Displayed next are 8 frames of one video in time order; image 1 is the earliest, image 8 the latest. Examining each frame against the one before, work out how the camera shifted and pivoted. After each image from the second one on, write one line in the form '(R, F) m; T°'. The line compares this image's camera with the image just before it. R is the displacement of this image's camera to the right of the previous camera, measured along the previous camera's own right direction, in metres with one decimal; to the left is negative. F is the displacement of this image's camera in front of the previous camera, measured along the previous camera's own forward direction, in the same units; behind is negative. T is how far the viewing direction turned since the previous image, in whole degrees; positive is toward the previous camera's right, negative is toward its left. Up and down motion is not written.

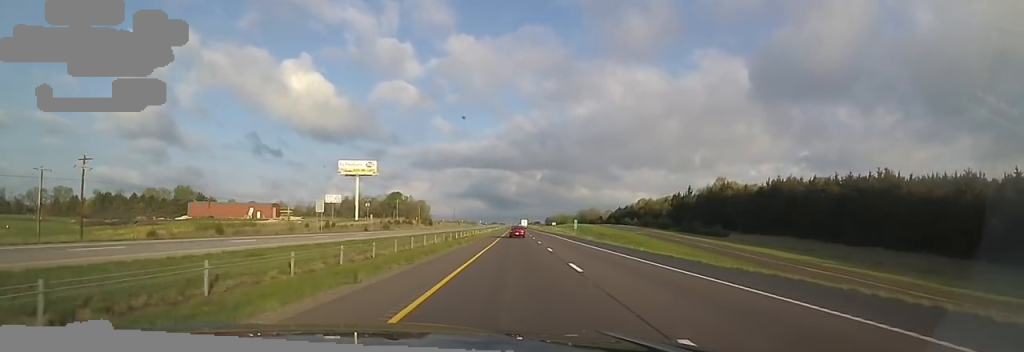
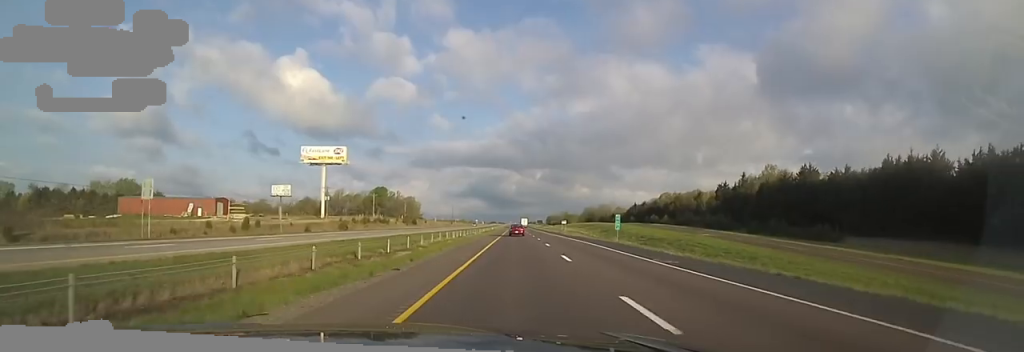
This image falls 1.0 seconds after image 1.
(-0.5, +33.6) m; 0°
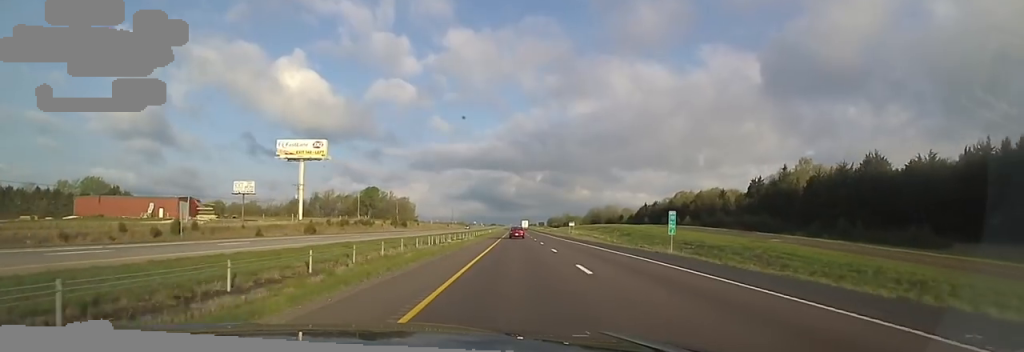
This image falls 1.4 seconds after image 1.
(0.0, +16.0) m; 0°
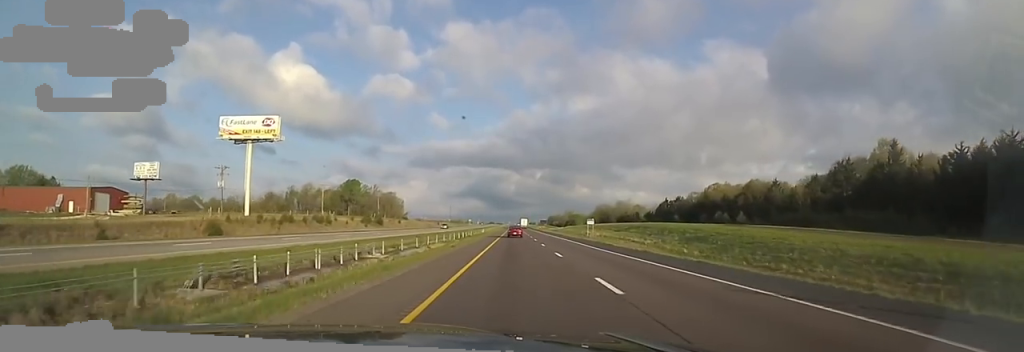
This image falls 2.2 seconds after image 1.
(+0.2, +27.1) m; +1°
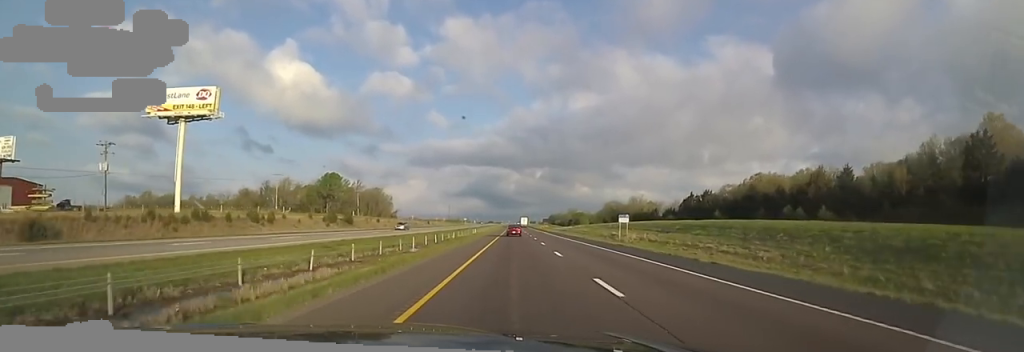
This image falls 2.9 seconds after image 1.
(+0.2, +24.1) m; 0°
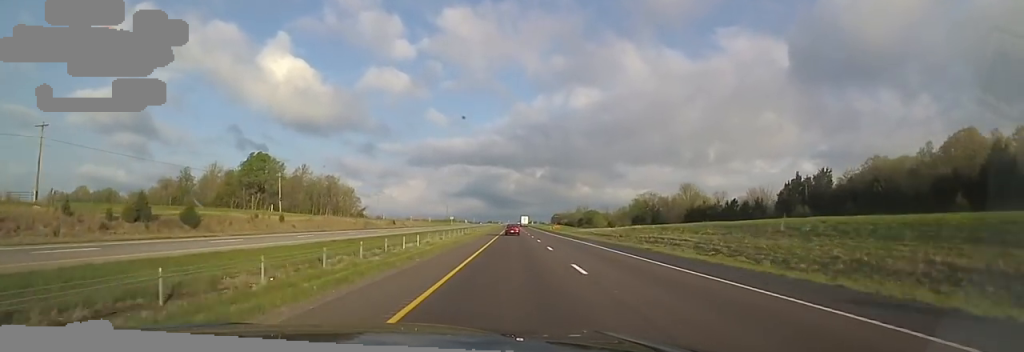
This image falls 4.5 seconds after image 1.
(+0.1, +56.5) m; -1°
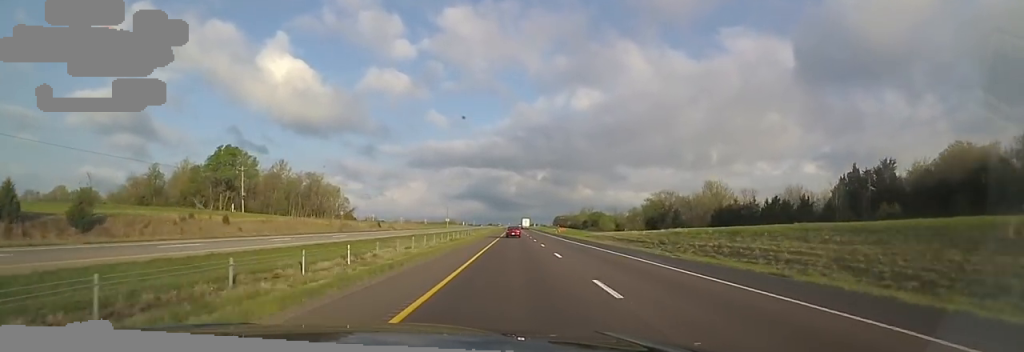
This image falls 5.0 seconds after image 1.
(+0.2, +16.8) m; -1°
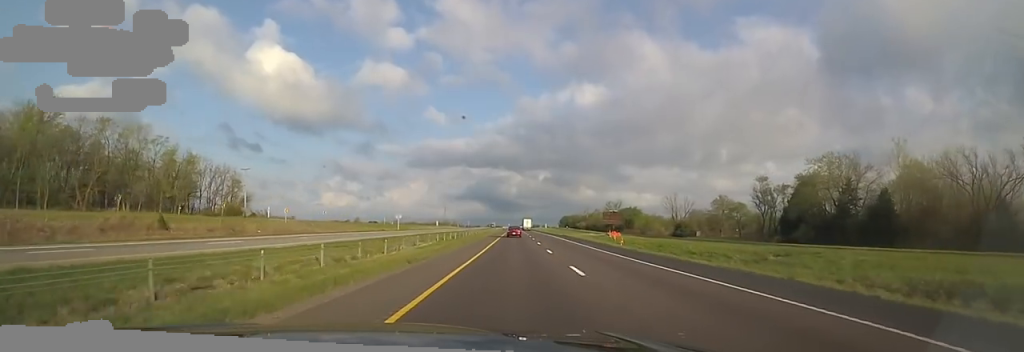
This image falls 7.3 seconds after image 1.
(+0.9, +83.9) m; +2°
